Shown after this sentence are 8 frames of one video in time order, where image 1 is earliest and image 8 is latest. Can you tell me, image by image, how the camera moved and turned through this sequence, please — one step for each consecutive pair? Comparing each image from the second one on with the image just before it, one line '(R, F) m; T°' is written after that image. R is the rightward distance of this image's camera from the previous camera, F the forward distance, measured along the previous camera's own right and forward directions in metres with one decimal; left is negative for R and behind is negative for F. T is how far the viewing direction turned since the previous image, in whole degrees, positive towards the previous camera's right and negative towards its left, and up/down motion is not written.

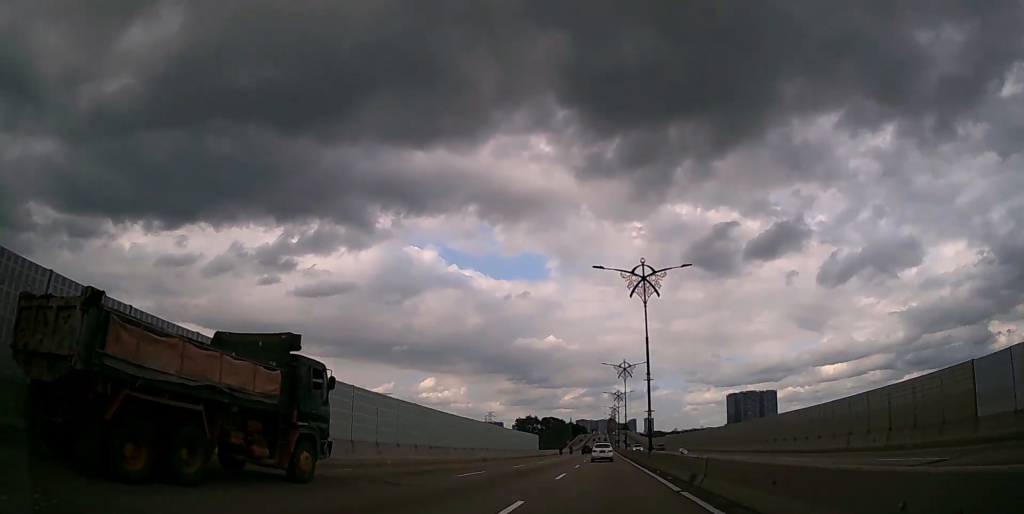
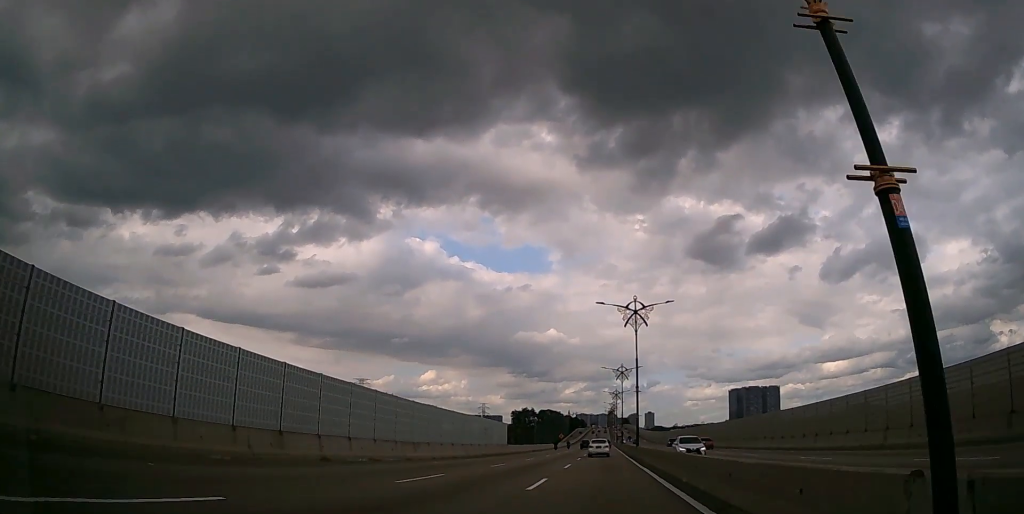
(+0.1, +30.0) m; 0°
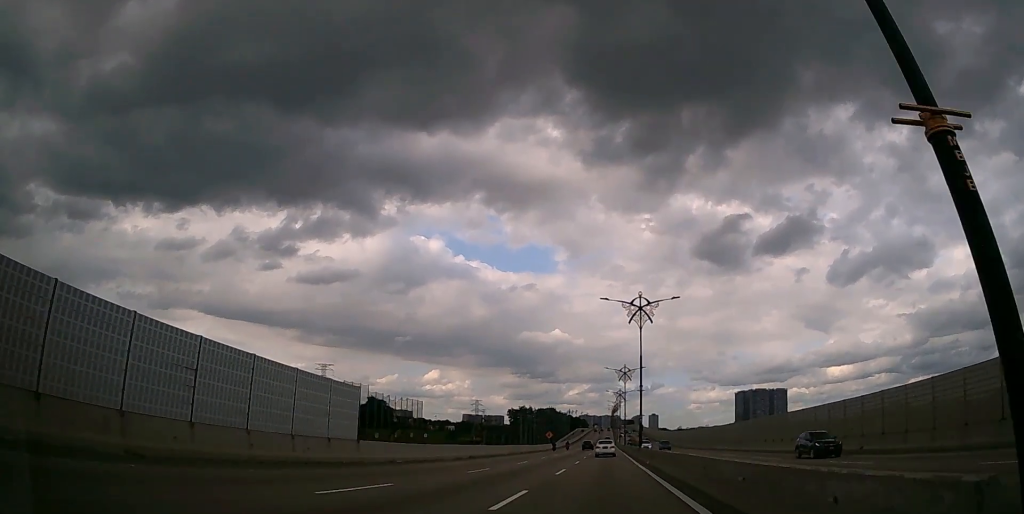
(-0.2, +42.1) m; 0°
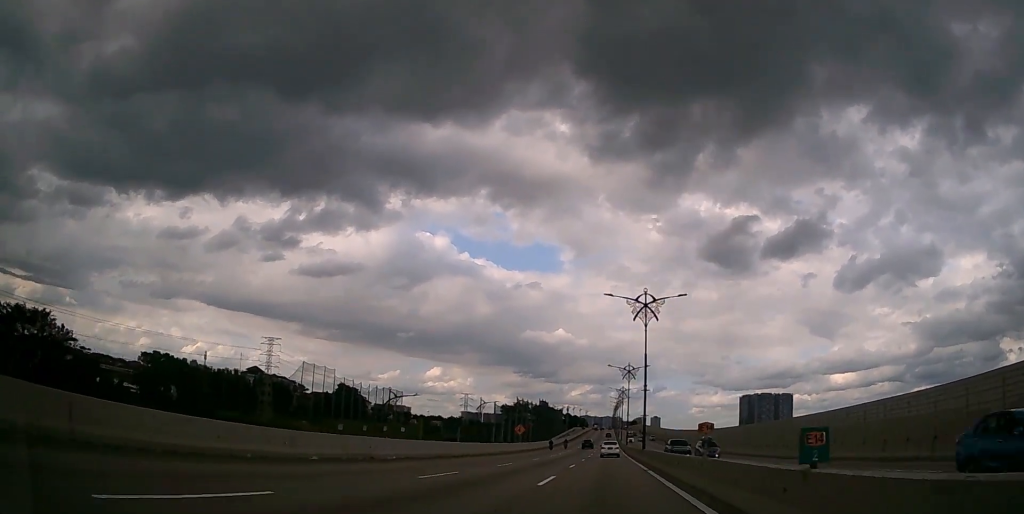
(-0.1, +42.2) m; 0°
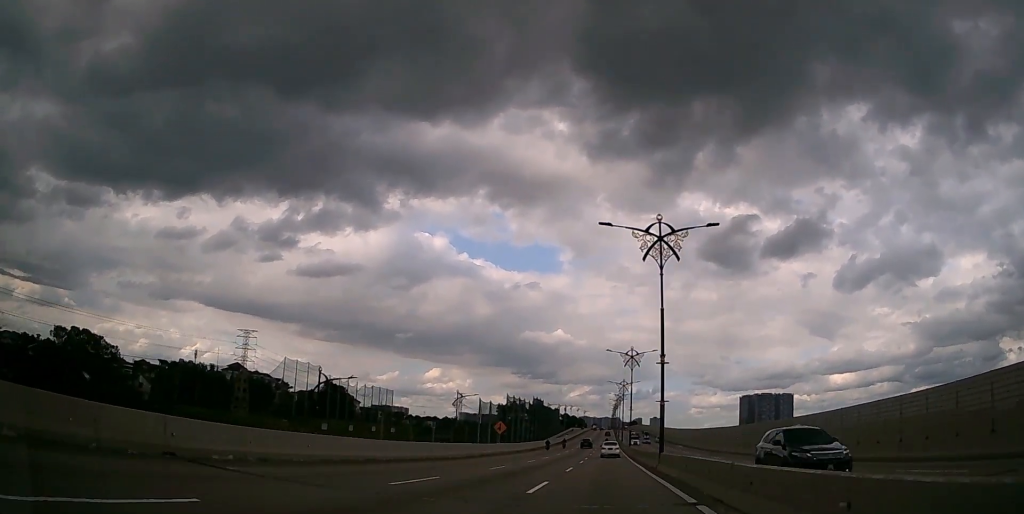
(0.0, +14.1) m; 0°
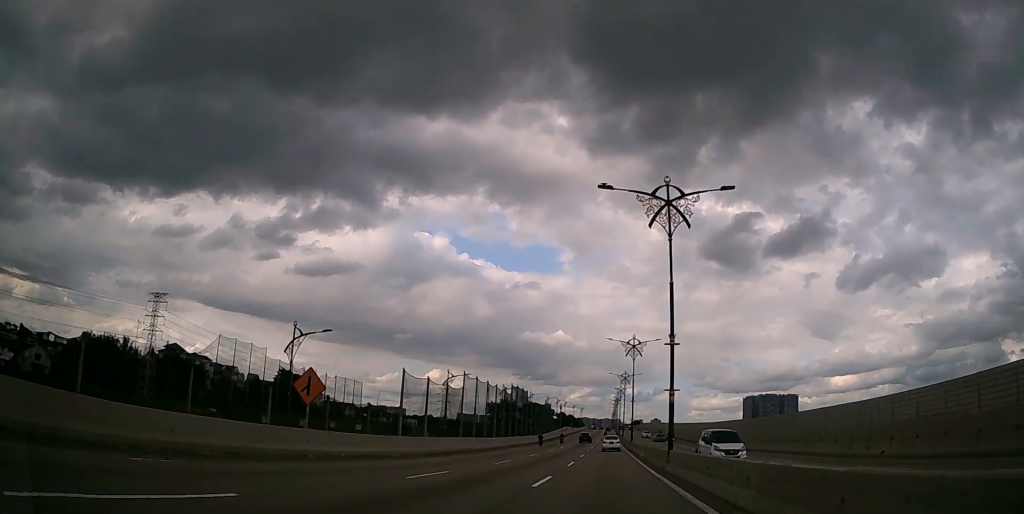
(+0.1, +44.0) m; 0°
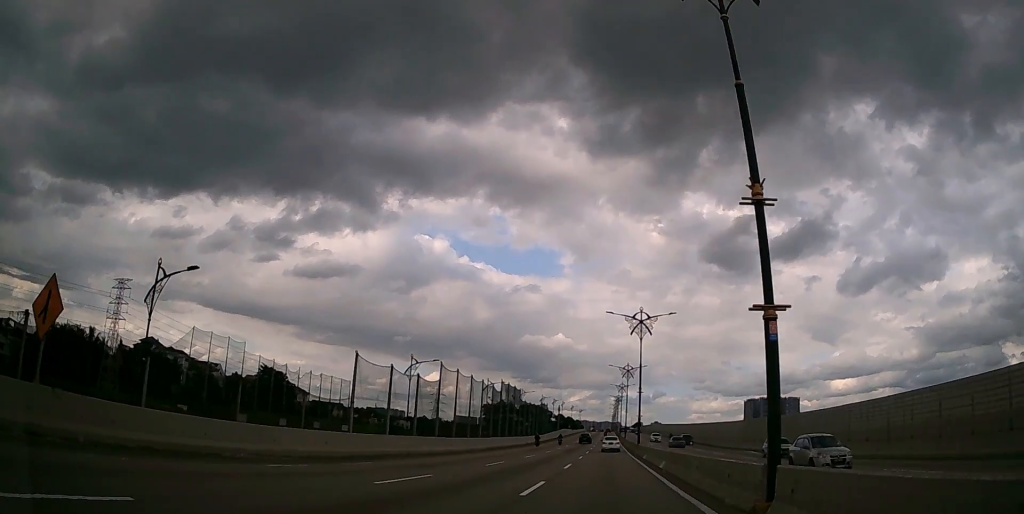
(0.0, +13.9) m; 0°
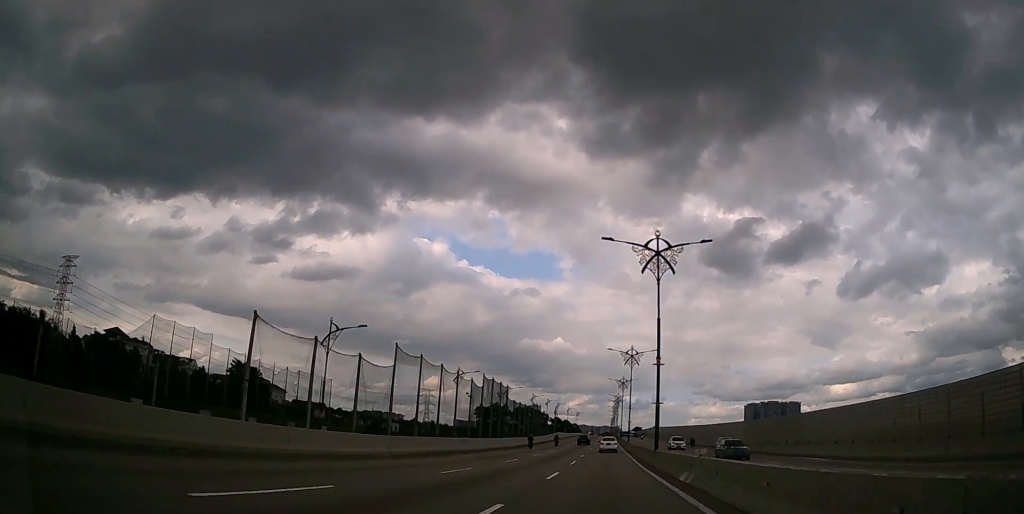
(0.0, +19.1) m; 0°
